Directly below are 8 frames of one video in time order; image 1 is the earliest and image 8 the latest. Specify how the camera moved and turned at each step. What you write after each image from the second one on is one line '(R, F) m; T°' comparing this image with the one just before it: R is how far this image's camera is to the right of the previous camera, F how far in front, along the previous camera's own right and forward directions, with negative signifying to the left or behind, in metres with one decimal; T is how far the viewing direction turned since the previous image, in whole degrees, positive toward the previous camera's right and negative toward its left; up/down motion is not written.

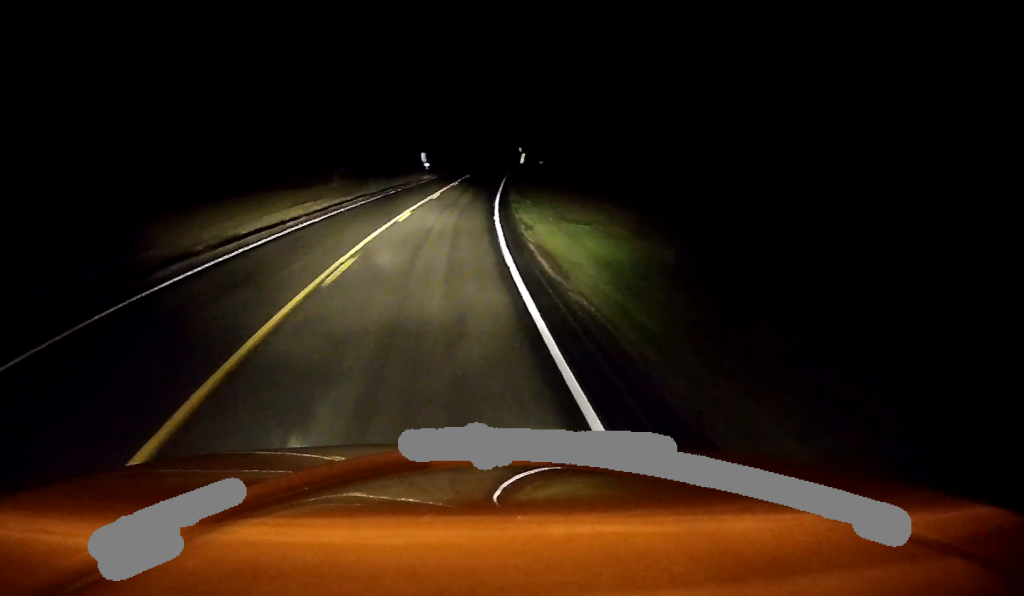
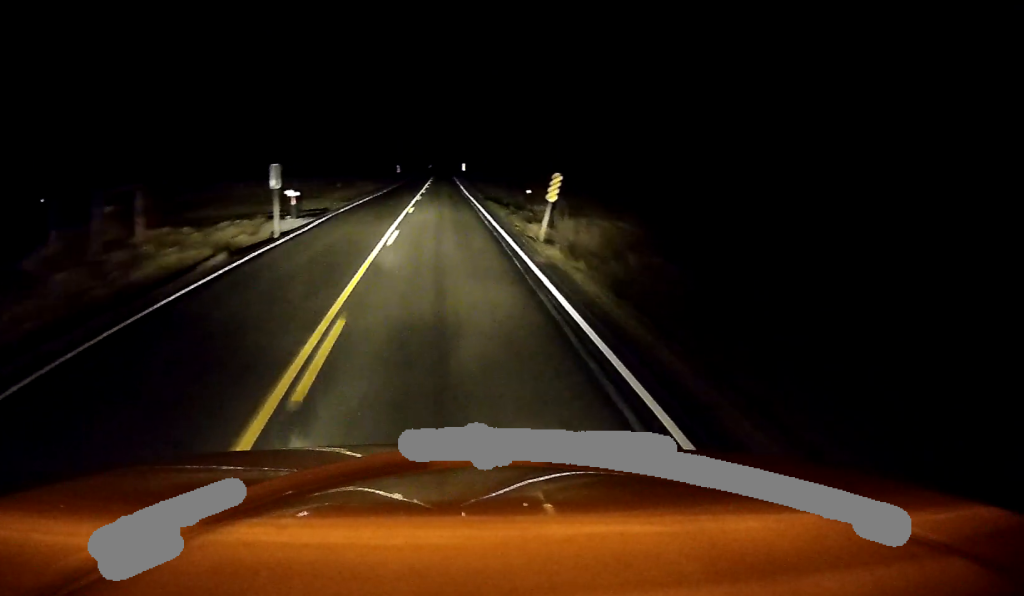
(+2.2, +40.6) m; +4°
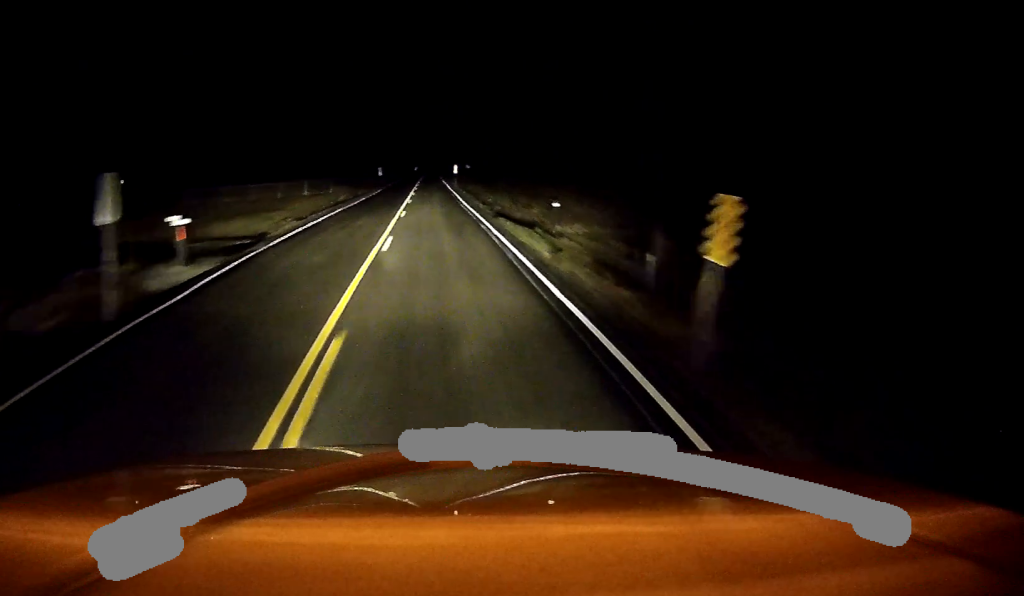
(0.0, +12.7) m; -1°
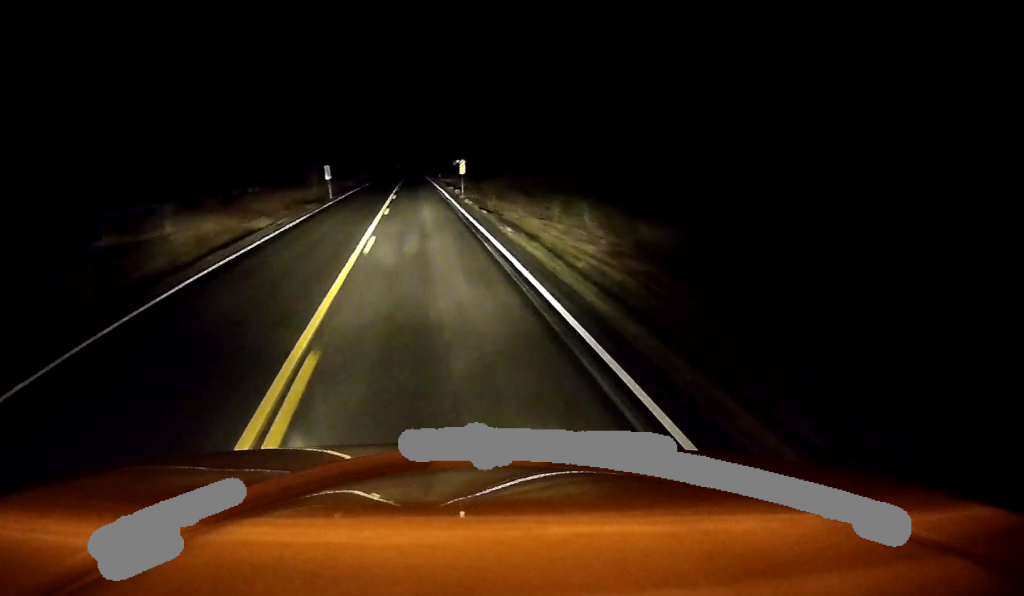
(-0.3, +34.3) m; 0°
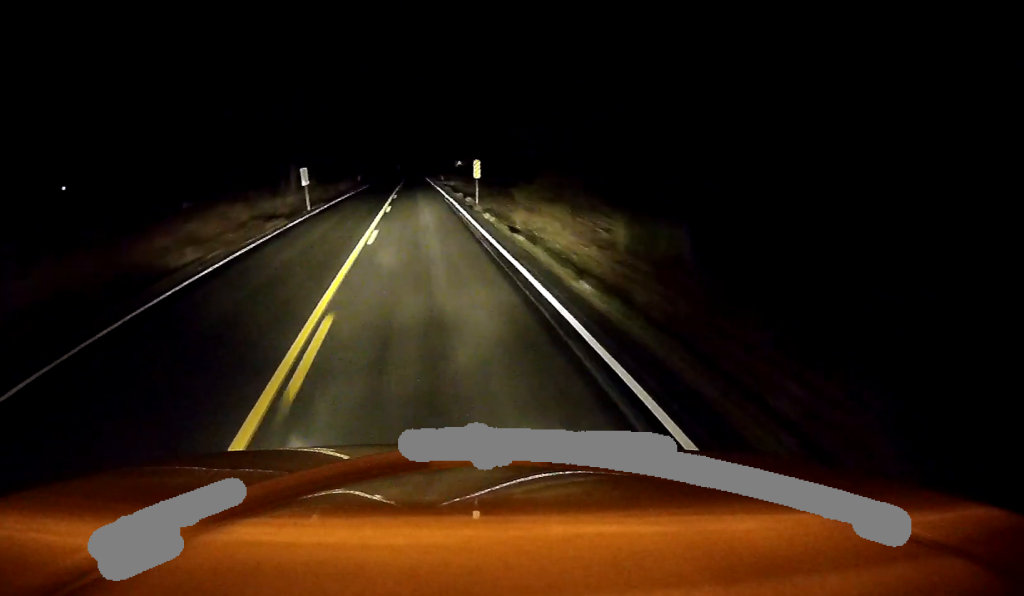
(+0.1, +8.9) m; 0°
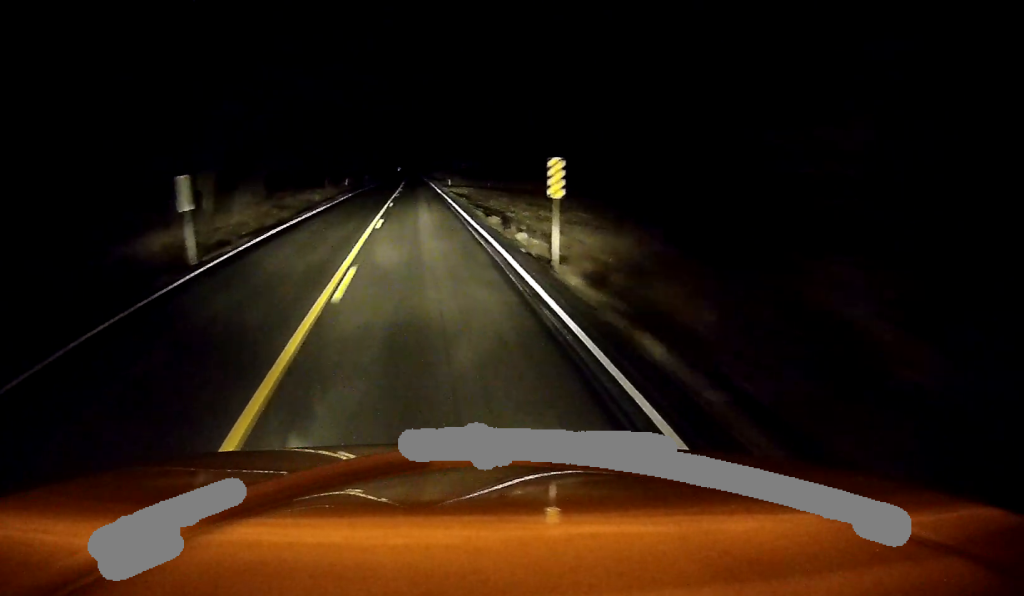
(0.0, +17.1) m; 0°
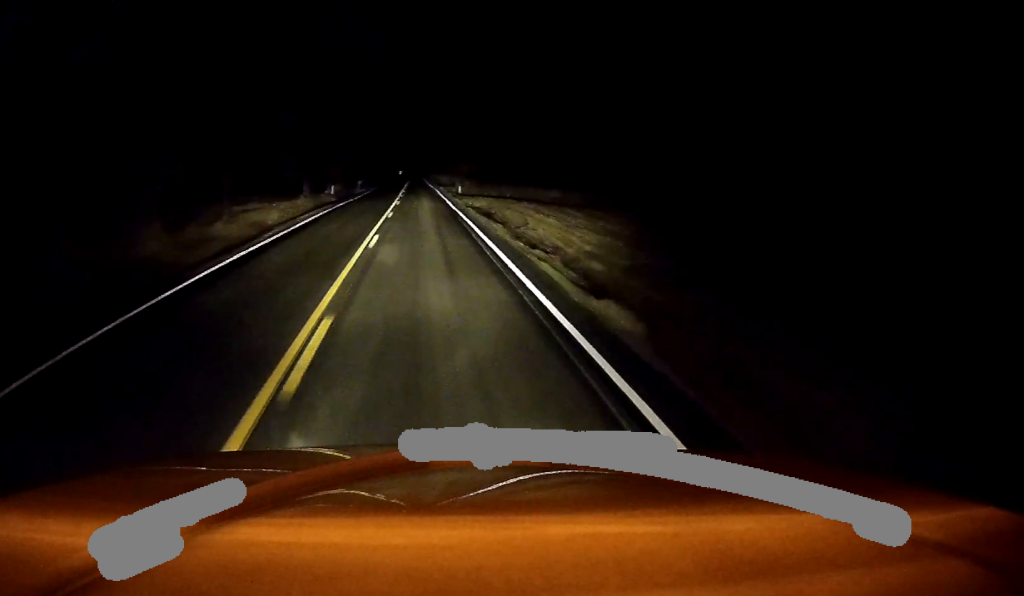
(-0.1, +15.2) m; 0°
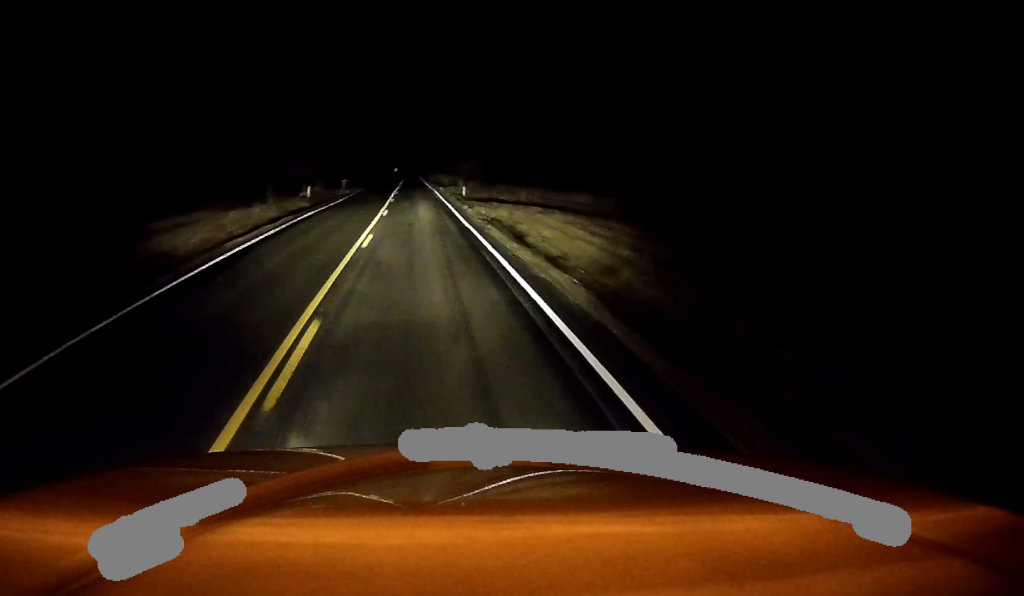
(-0.1, +12.3) m; 0°
